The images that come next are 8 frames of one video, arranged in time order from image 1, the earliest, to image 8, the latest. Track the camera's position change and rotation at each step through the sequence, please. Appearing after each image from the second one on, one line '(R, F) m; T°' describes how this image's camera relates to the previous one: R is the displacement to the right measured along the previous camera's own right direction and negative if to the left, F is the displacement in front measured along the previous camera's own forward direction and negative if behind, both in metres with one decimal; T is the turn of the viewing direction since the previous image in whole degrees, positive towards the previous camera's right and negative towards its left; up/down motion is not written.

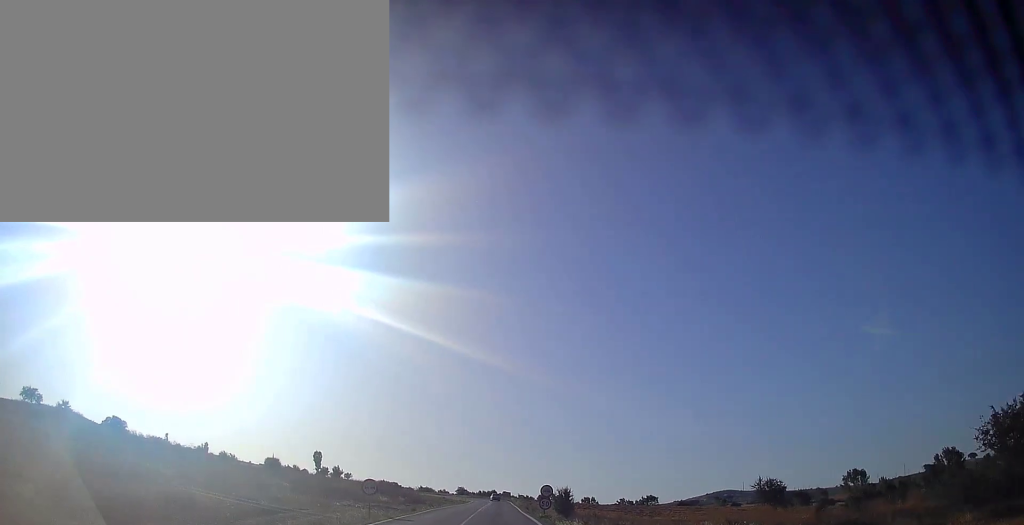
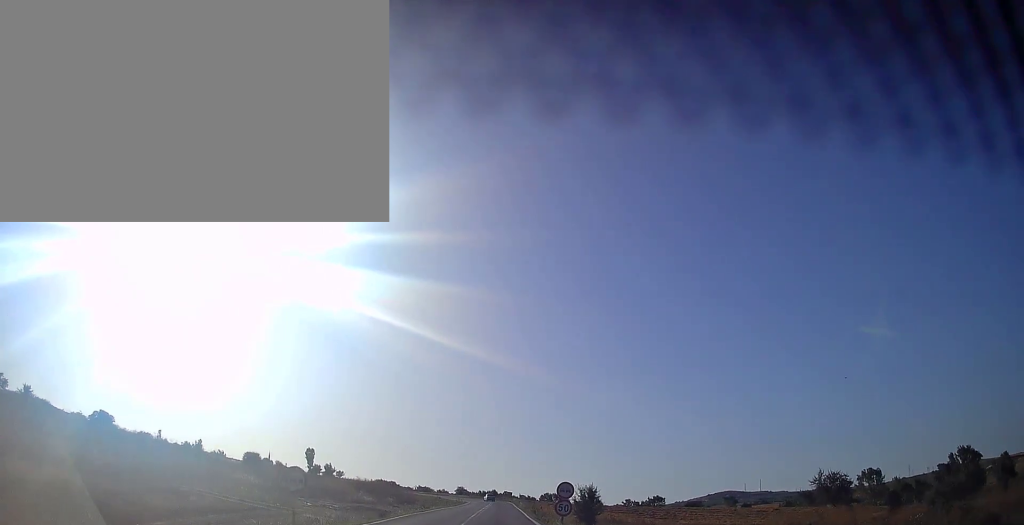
(0.0, +11.8) m; -1°
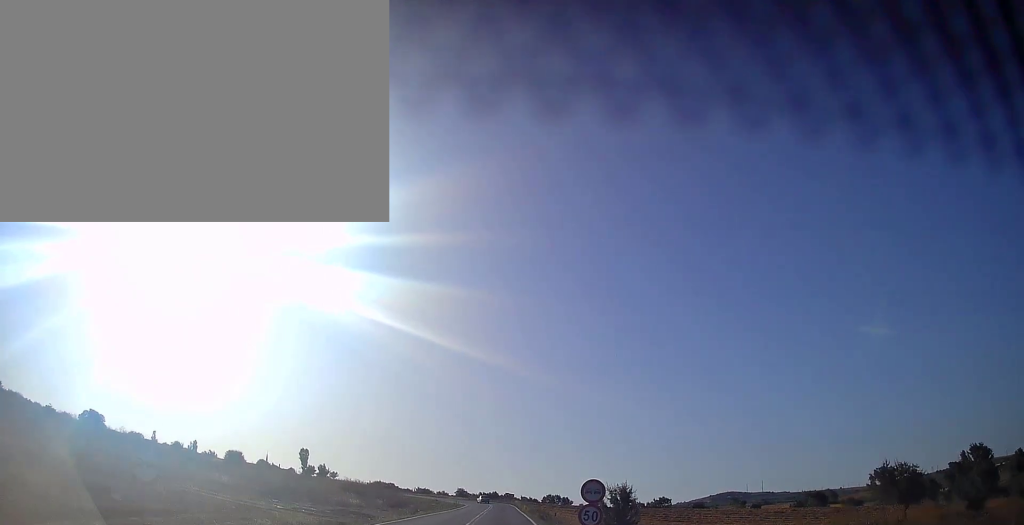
(0.0, +9.0) m; 0°
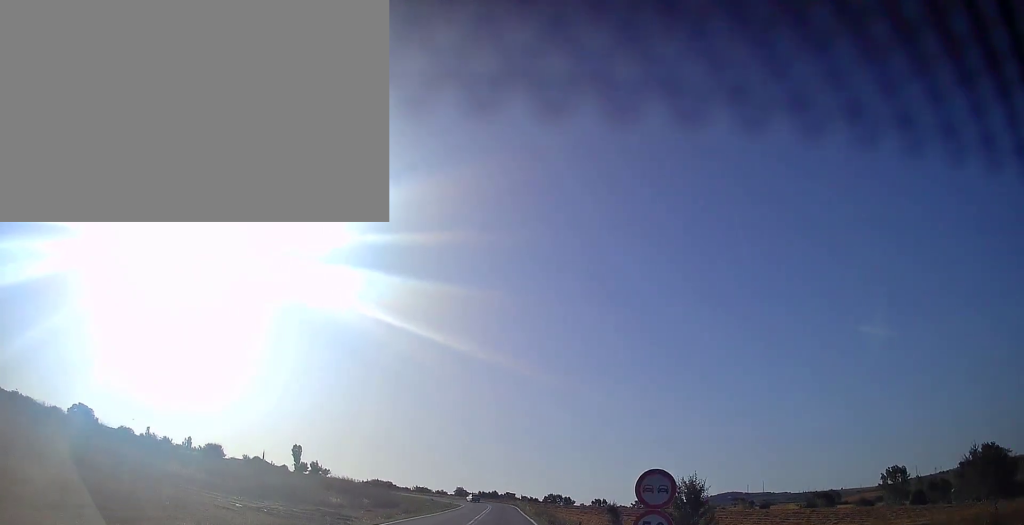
(-0.1, +8.9) m; 0°
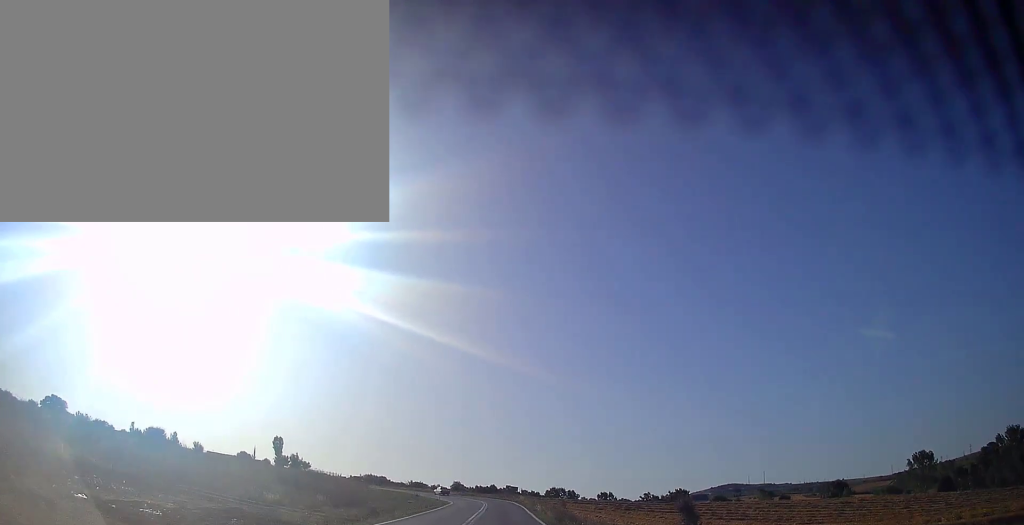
(-0.1, +18.6) m; 0°
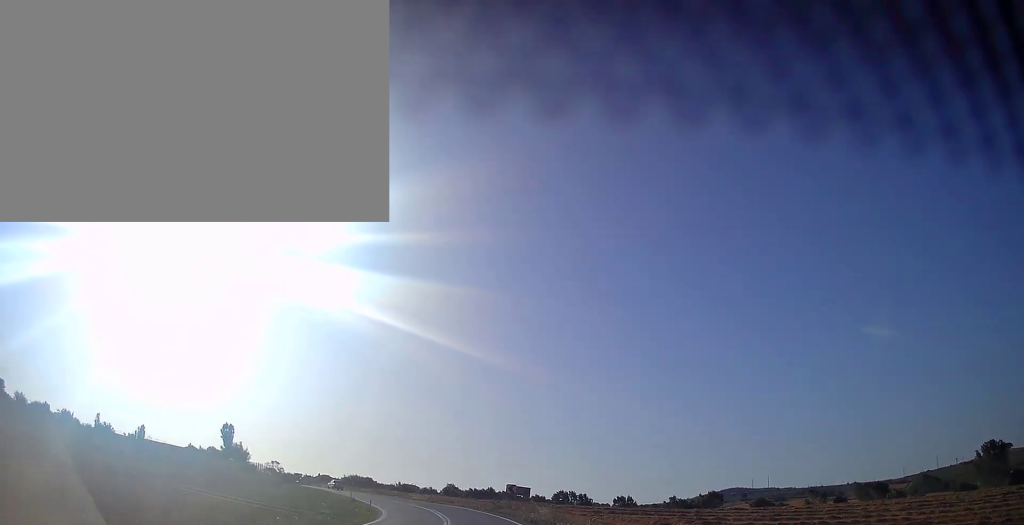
(+0.5, +42.2) m; 0°
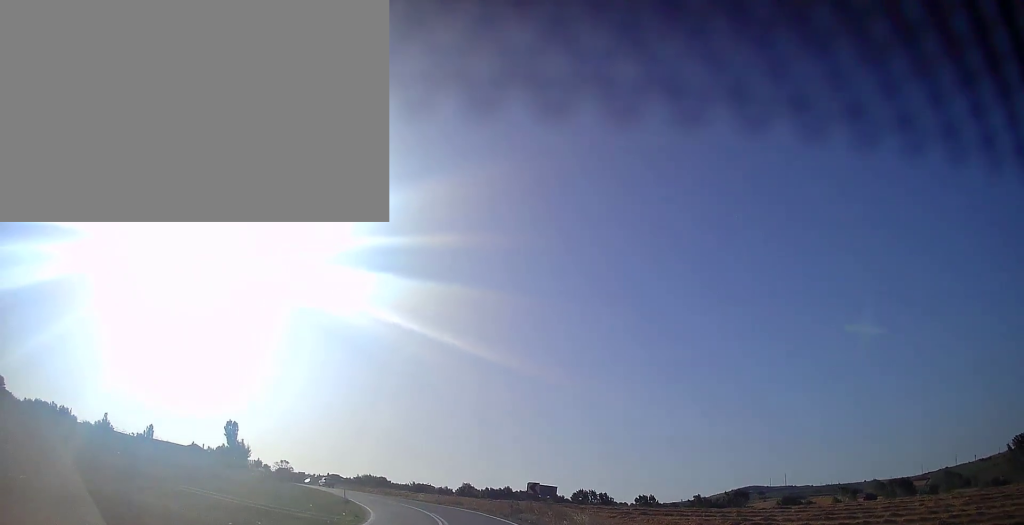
(0.0, +8.7) m; -1°
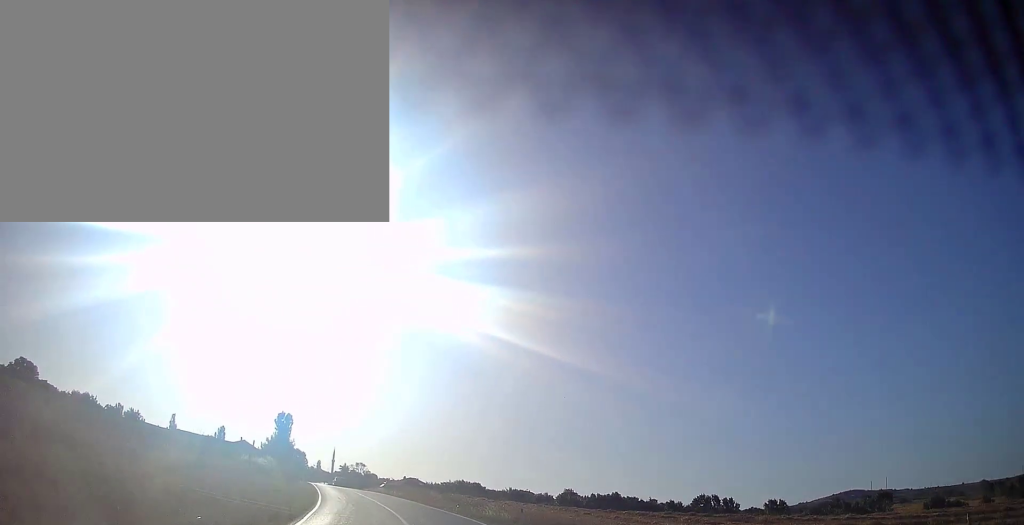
(-1.7, +31.0) m; -7°
